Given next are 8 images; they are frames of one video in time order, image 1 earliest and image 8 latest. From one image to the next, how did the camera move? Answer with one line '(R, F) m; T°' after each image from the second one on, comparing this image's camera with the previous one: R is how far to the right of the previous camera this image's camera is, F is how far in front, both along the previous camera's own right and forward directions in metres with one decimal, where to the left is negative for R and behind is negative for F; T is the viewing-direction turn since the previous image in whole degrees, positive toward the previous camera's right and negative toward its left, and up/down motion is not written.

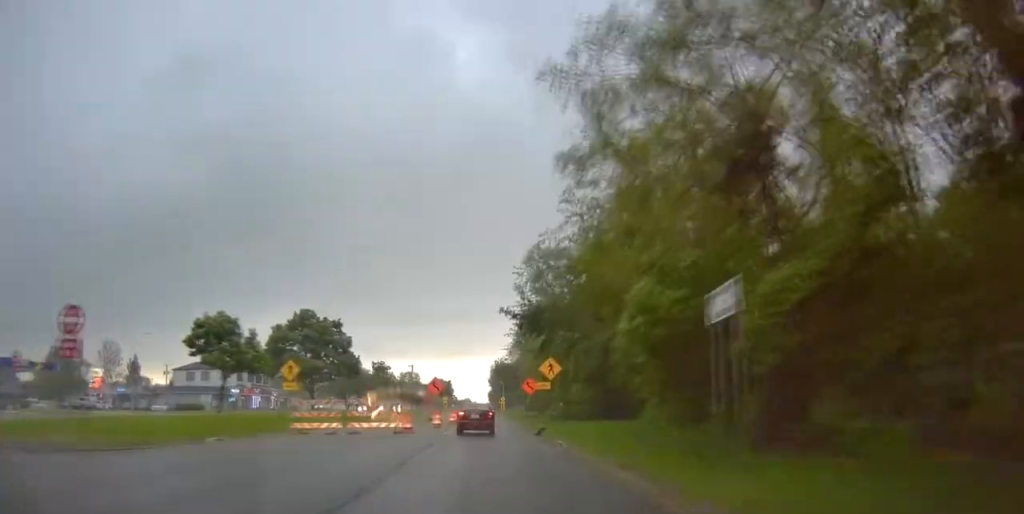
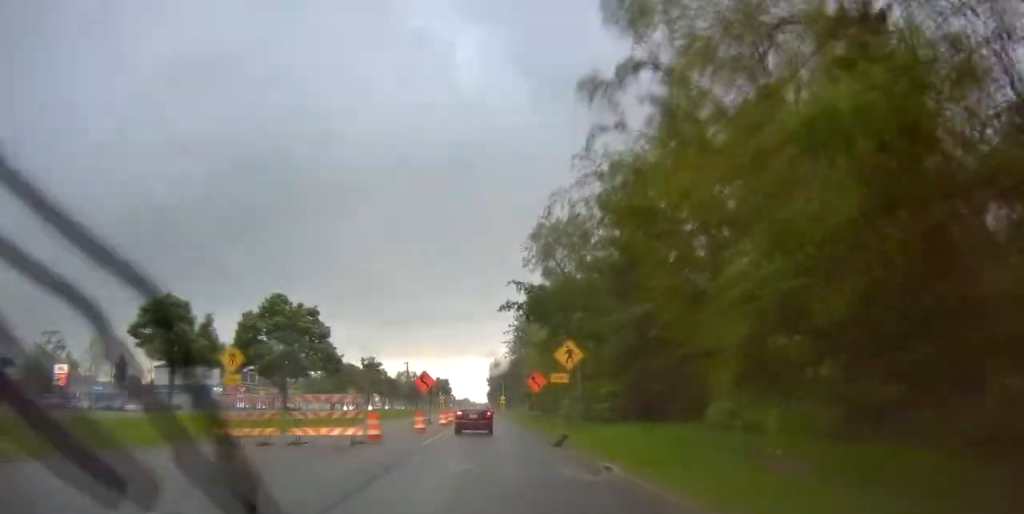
(-0.1, +8.4) m; -1°
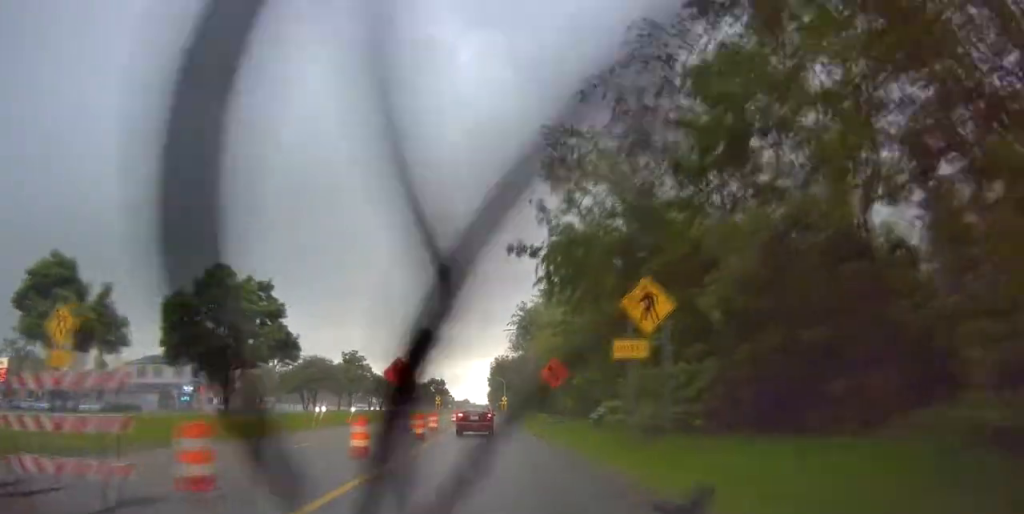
(0.0, +13.1) m; 0°
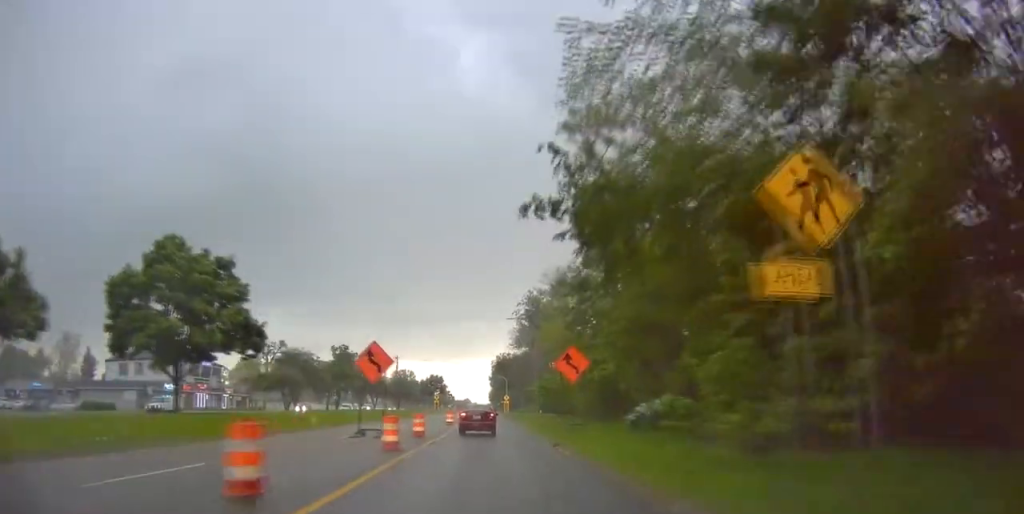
(0.0, +7.3) m; +1°
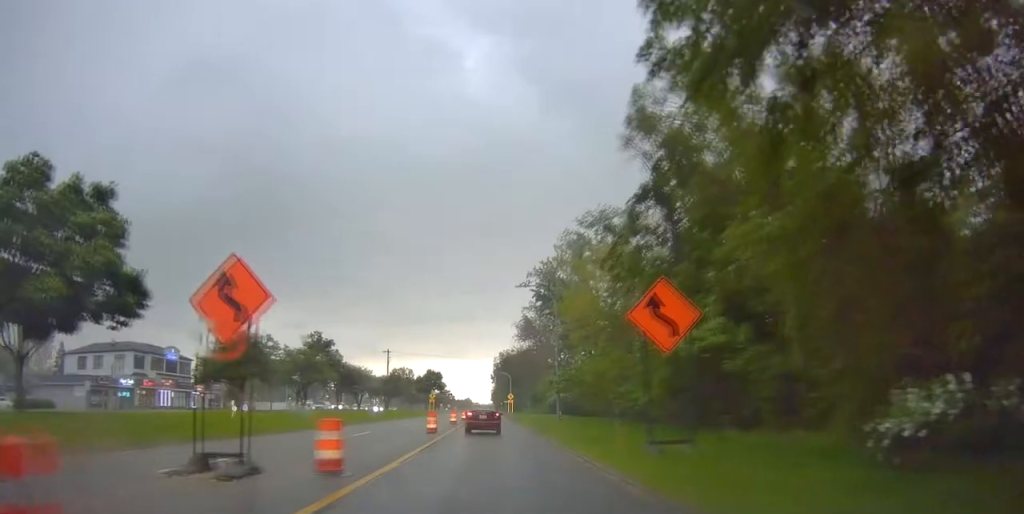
(+0.2, +14.7) m; 0°
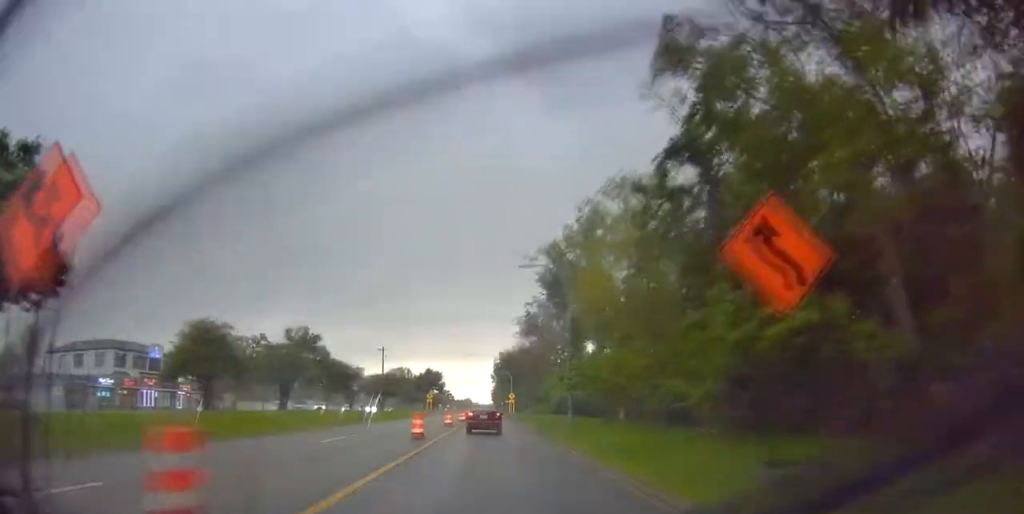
(-0.1, +5.6) m; -1°
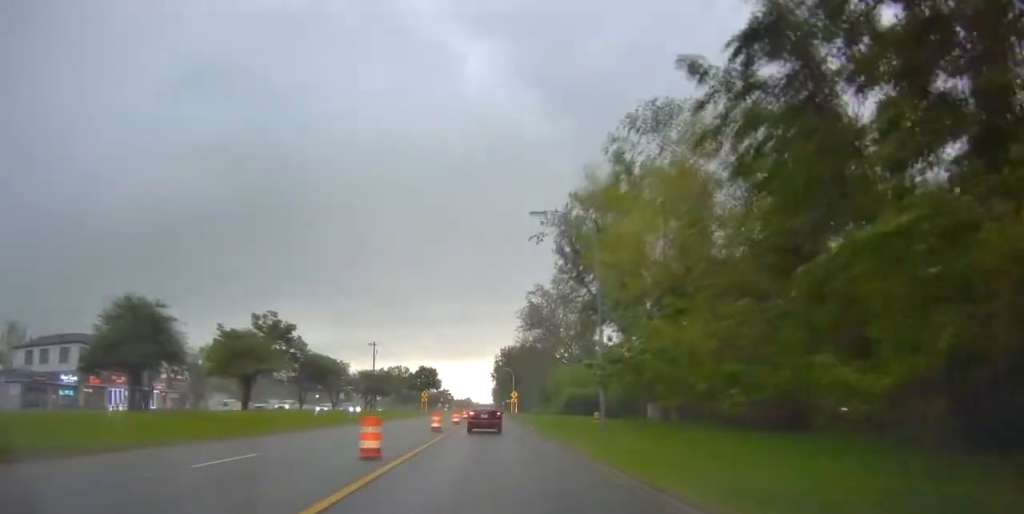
(-0.1, +9.8) m; -1°
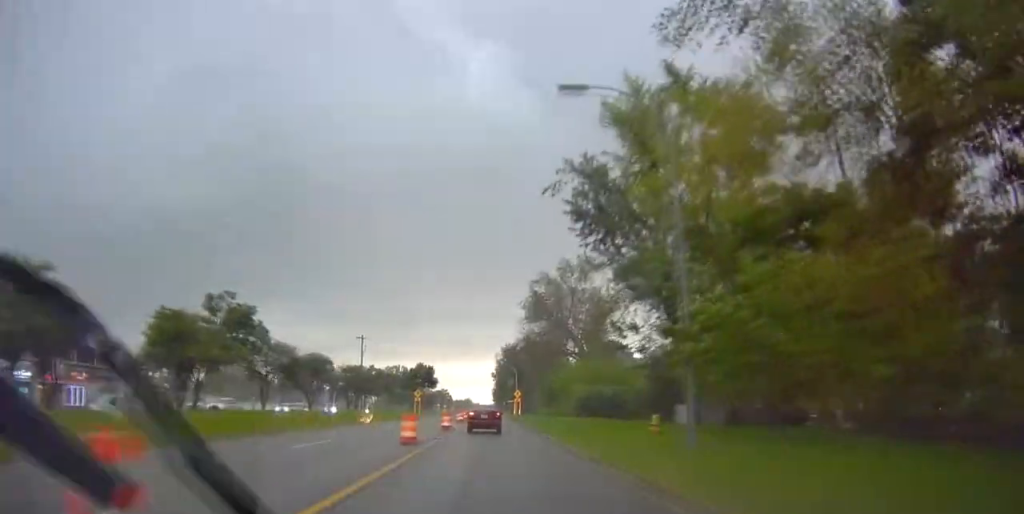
(-0.1, +11.7) m; -1°
